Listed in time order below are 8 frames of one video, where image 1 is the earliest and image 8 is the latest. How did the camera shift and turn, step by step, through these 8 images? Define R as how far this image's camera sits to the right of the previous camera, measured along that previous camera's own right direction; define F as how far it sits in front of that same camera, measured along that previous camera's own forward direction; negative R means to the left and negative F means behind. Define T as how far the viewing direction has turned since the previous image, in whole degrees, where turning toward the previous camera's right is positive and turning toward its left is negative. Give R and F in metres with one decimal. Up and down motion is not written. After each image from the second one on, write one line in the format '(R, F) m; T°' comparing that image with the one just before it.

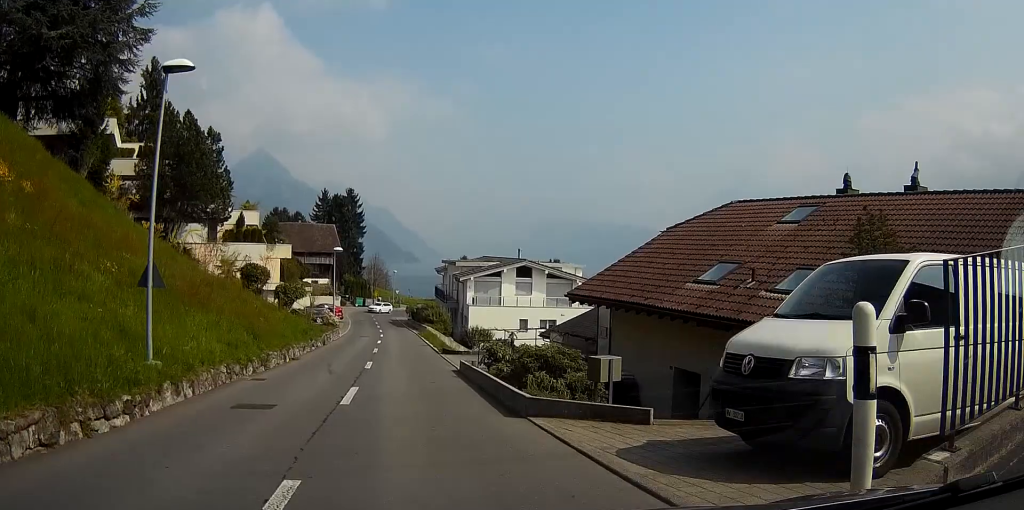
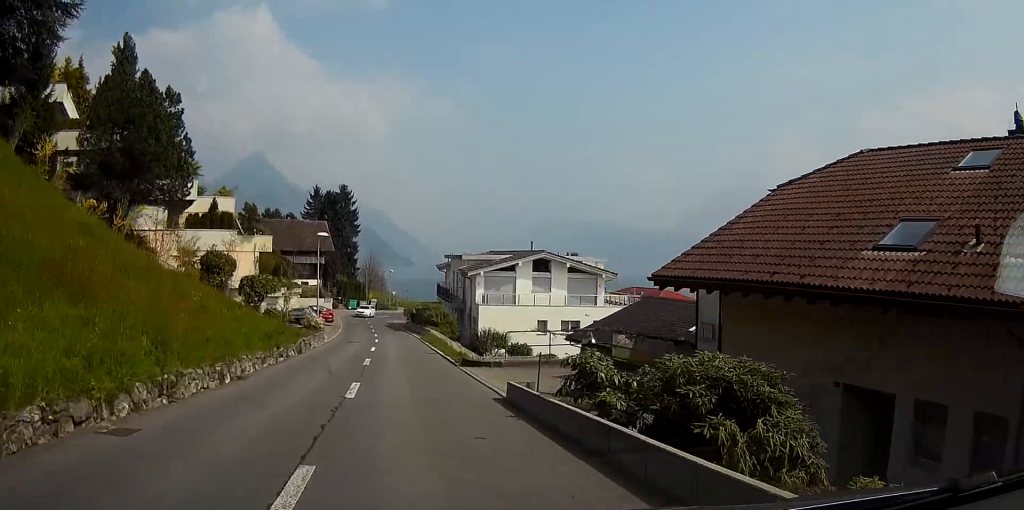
(0.0, +8.4) m; 0°
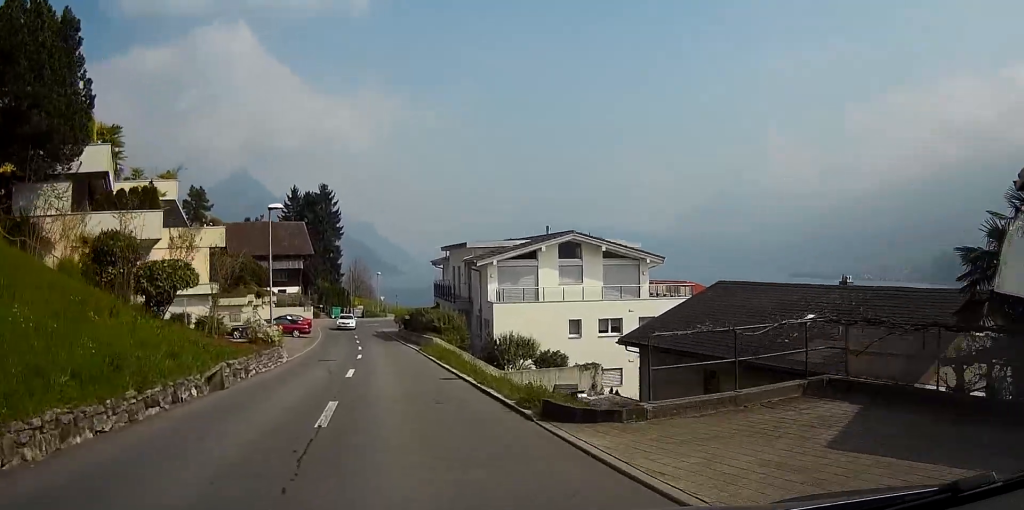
(+0.1, +11.8) m; +1°
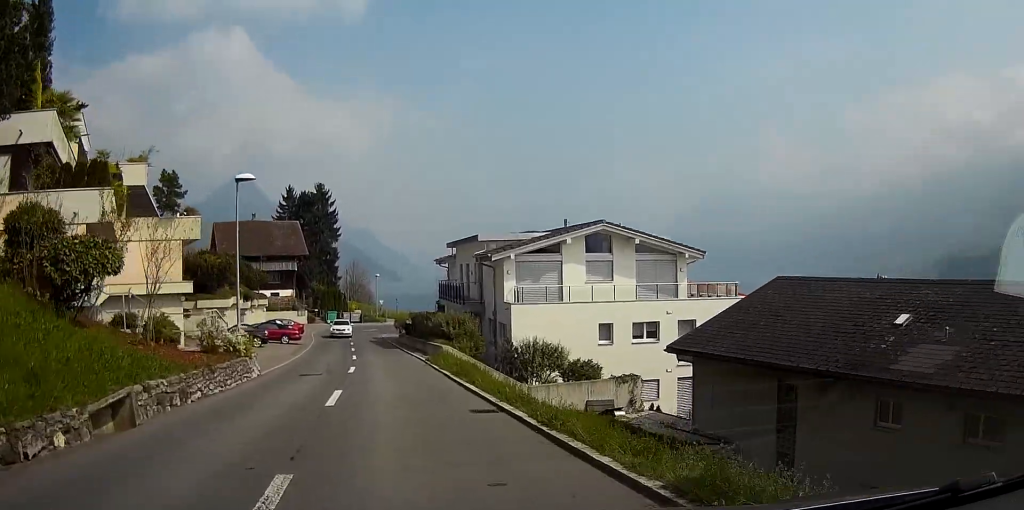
(0.0, +5.7) m; +1°
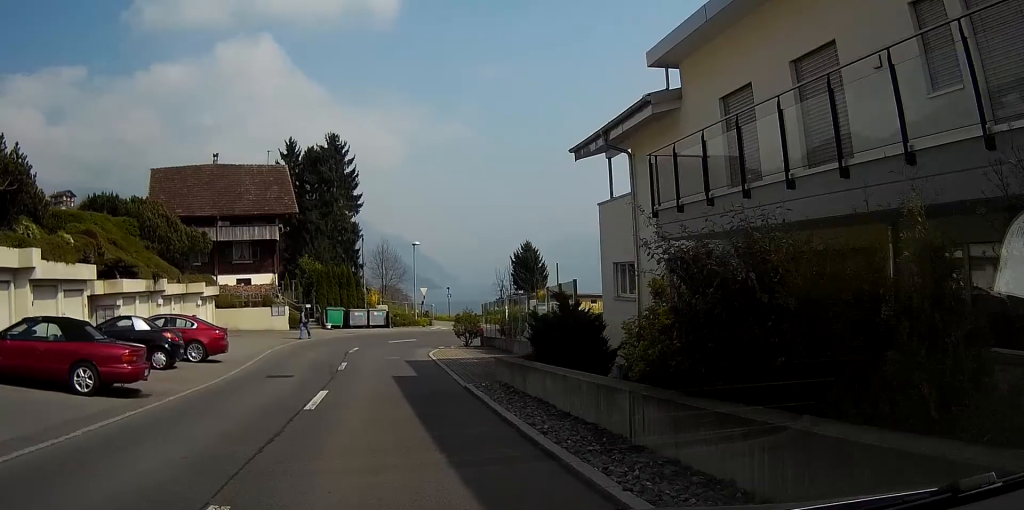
(-0.2, +37.2) m; -3°
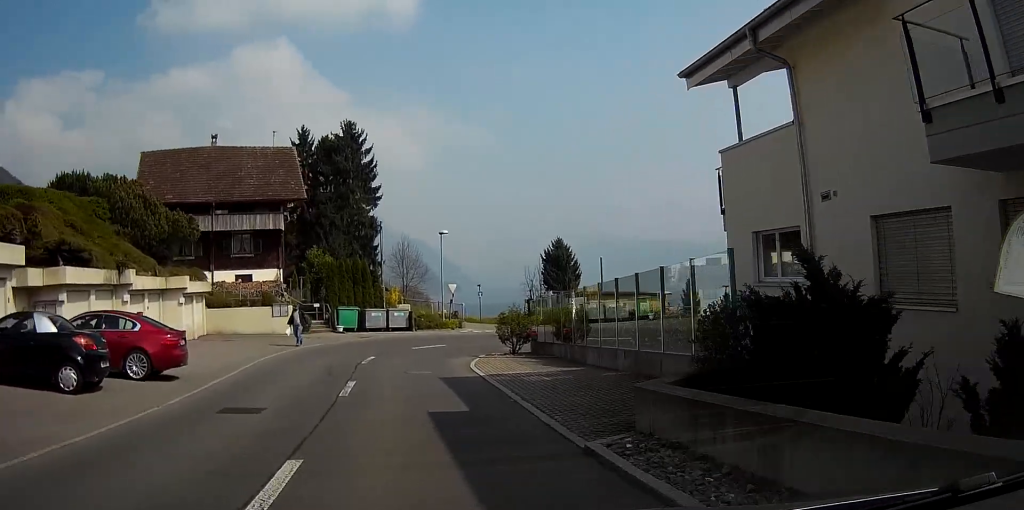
(0.0, +7.1) m; -1°
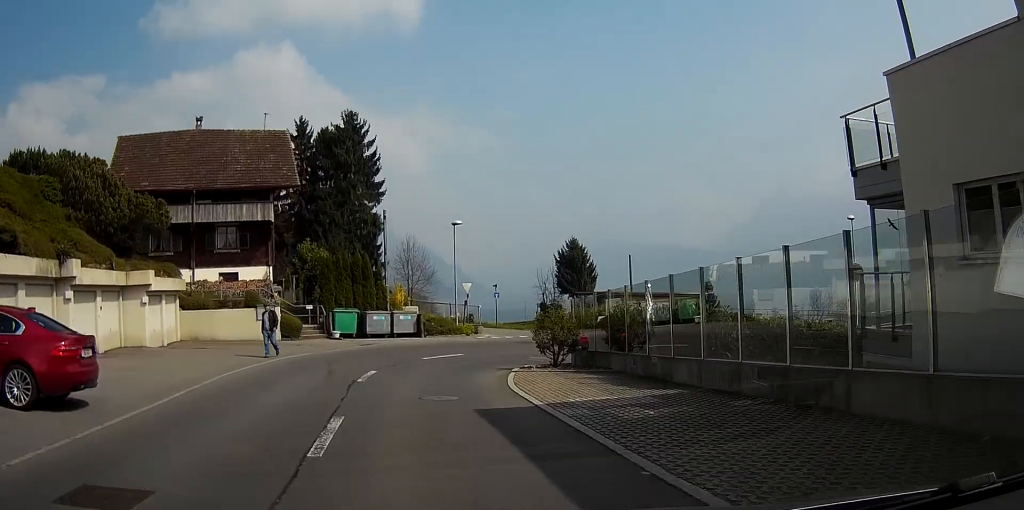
(0.0, +5.8) m; -1°
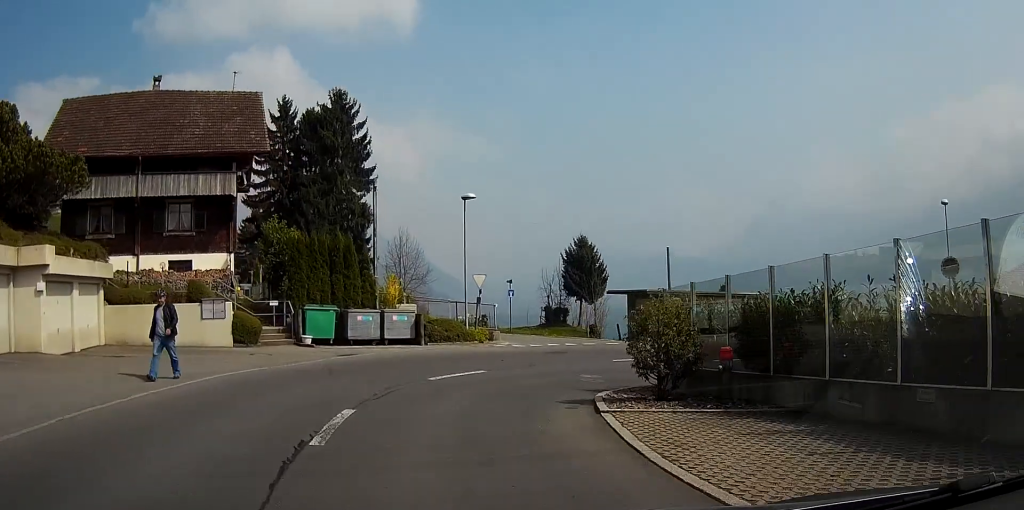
(-0.1, +8.5) m; 0°
